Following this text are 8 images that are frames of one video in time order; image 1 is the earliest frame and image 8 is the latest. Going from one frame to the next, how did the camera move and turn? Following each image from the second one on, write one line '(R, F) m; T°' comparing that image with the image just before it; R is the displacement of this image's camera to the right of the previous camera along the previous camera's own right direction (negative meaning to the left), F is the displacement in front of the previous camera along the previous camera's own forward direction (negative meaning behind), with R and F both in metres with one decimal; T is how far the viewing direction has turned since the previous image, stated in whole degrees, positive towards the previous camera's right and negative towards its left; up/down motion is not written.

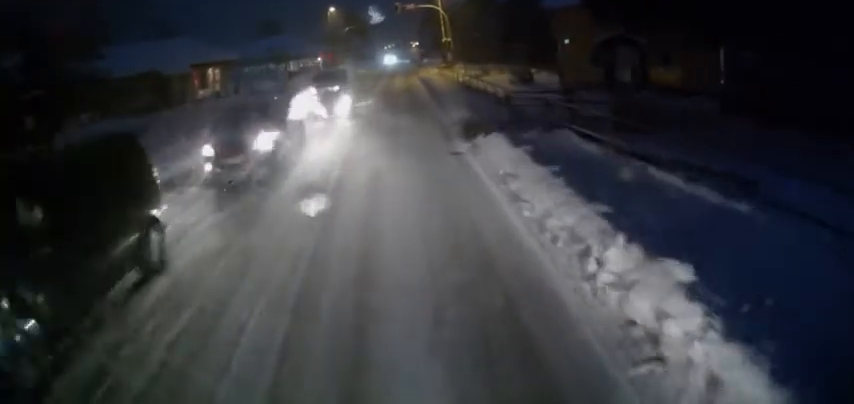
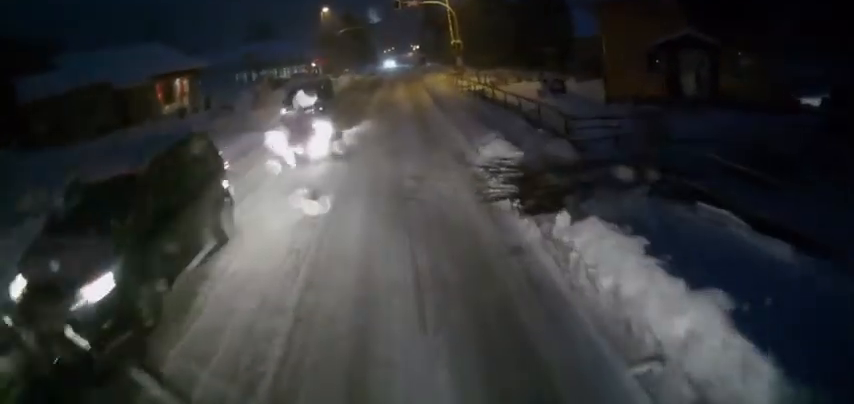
(0.0, +6.0) m; +1°
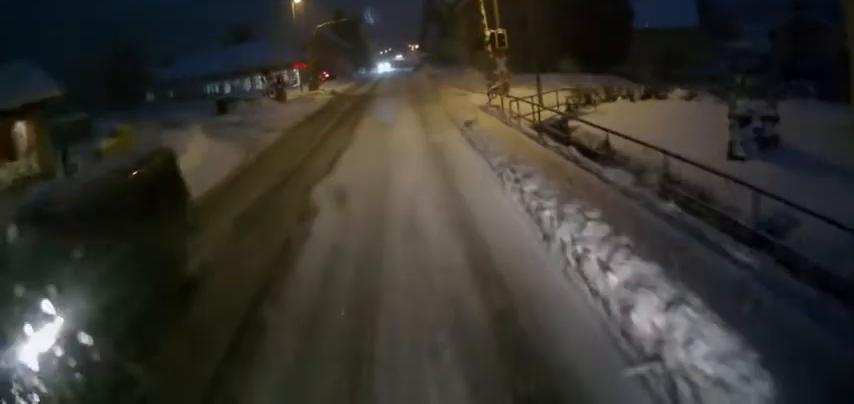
(+0.1, +13.4) m; 0°
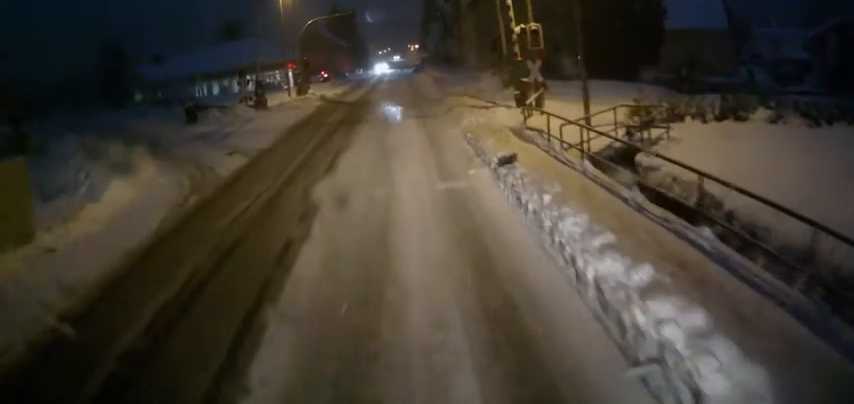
(0.0, +4.4) m; 0°
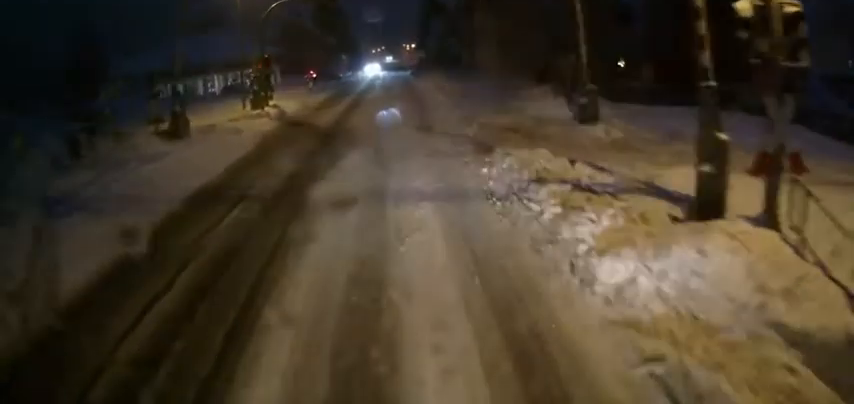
(0.0, +11.3) m; 0°
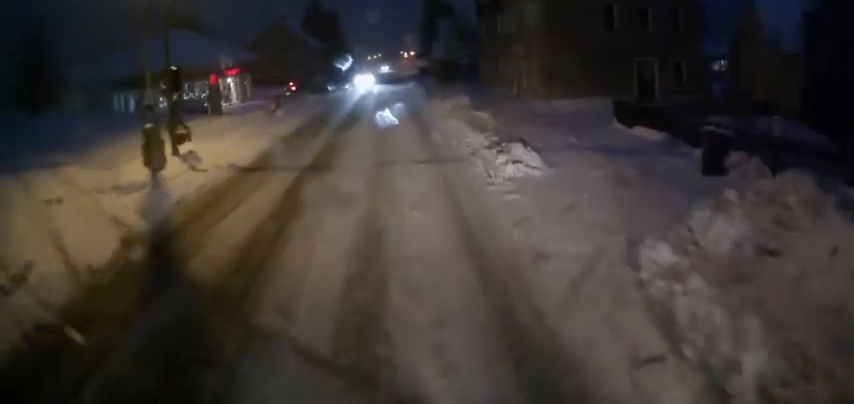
(0.0, +12.1) m; 0°
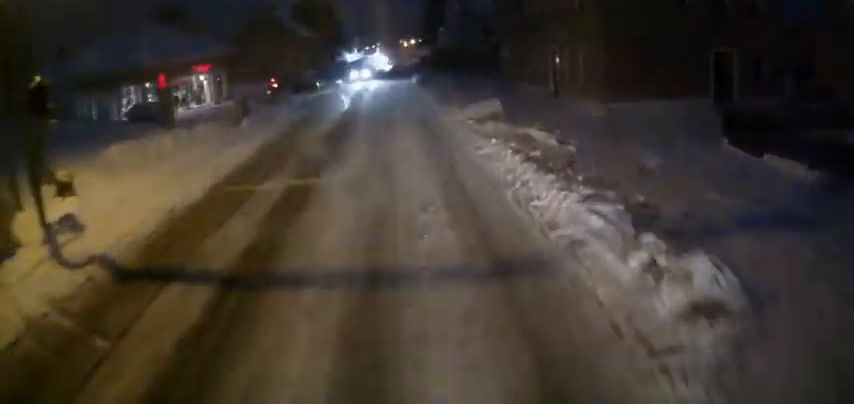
(0.0, +7.4) m; 0°
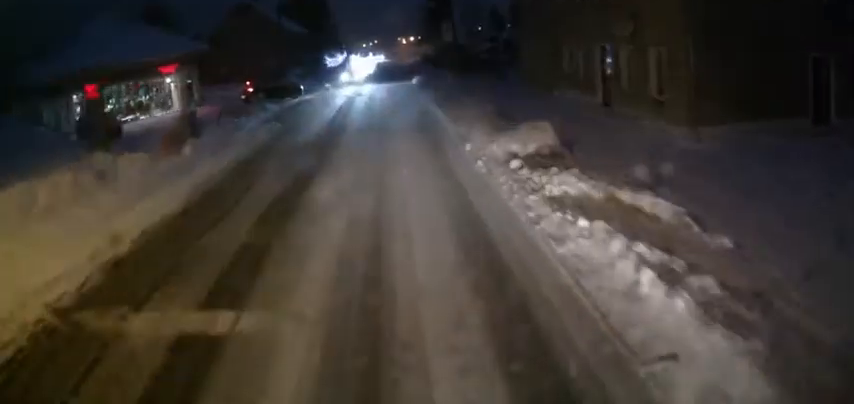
(0.0, +6.5) m; 0°
